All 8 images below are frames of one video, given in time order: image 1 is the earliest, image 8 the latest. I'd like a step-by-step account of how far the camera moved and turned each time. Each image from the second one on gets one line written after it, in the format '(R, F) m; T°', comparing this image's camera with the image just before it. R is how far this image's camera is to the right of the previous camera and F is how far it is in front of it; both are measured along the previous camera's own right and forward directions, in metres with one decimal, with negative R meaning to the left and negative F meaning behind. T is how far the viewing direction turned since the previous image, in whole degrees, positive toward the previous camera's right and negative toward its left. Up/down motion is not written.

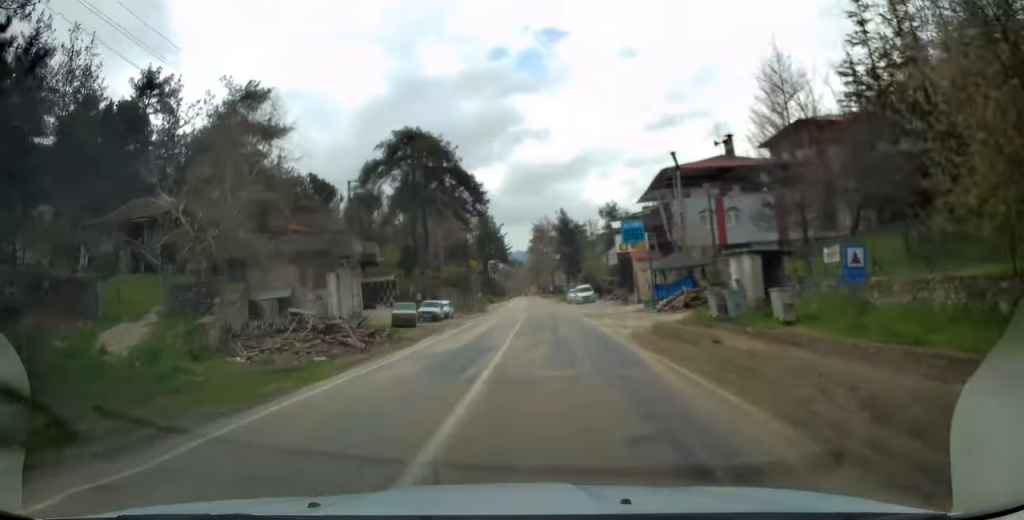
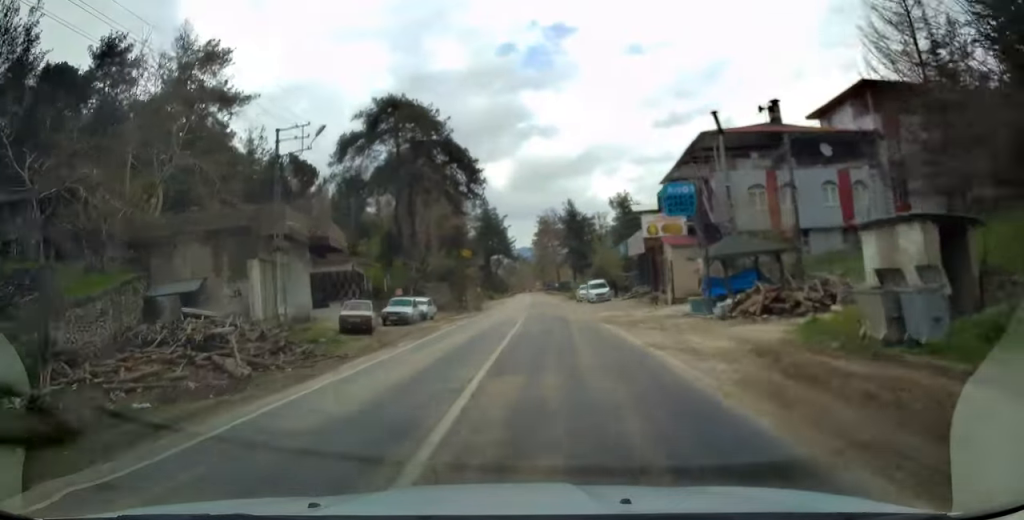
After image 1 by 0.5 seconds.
(0.0, +10.2) m; -1°
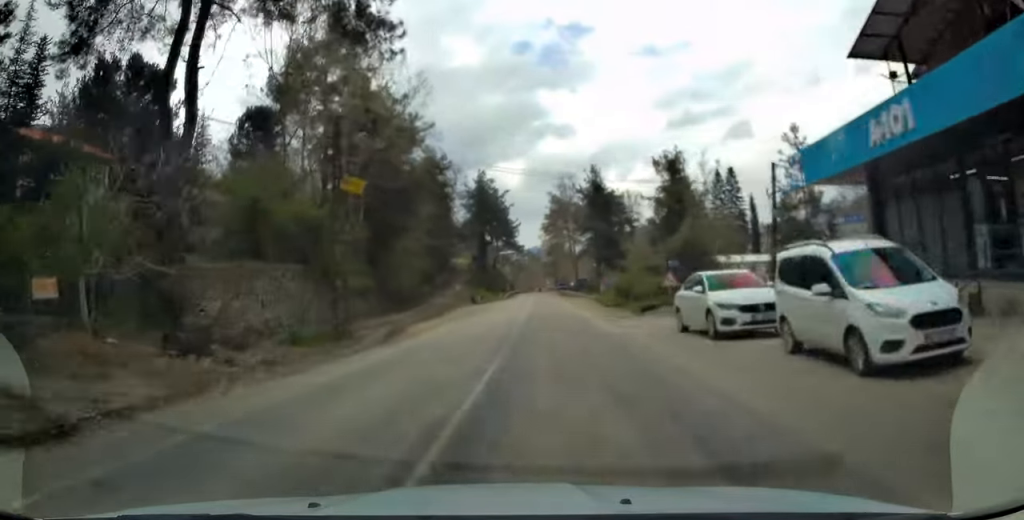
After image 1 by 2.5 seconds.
(-0.6, +39.8) m; -1°
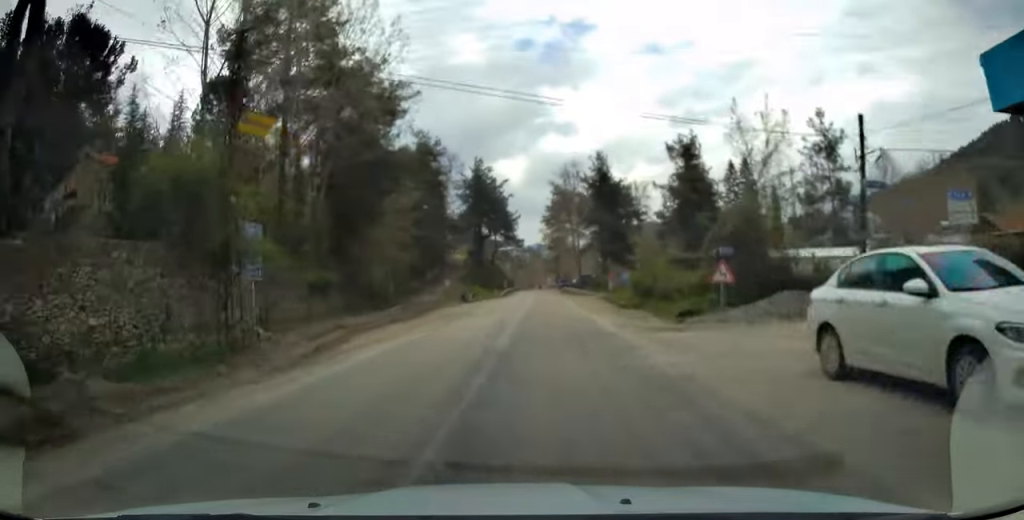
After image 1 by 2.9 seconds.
(0.0, +8.5) m; 0°
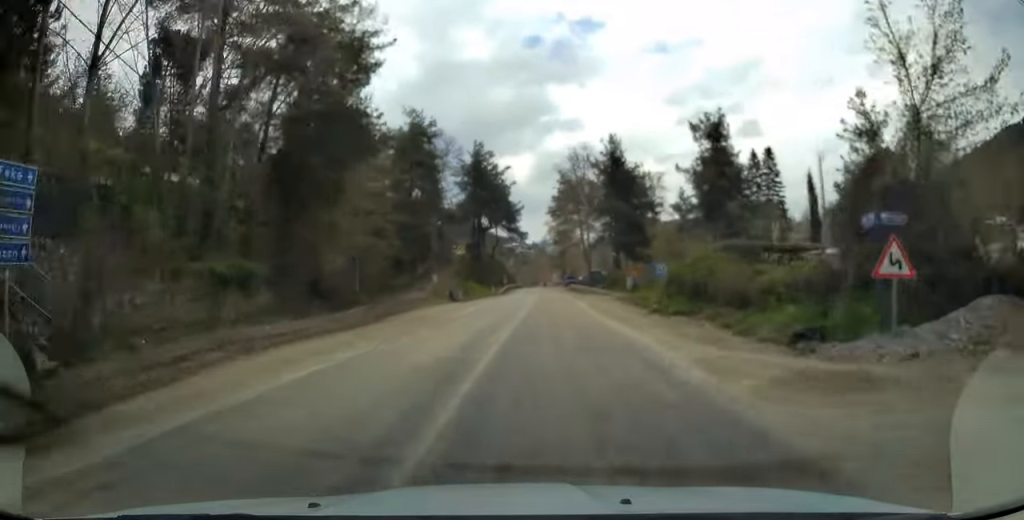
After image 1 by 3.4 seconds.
(+0.1, +10.3) m; 0°
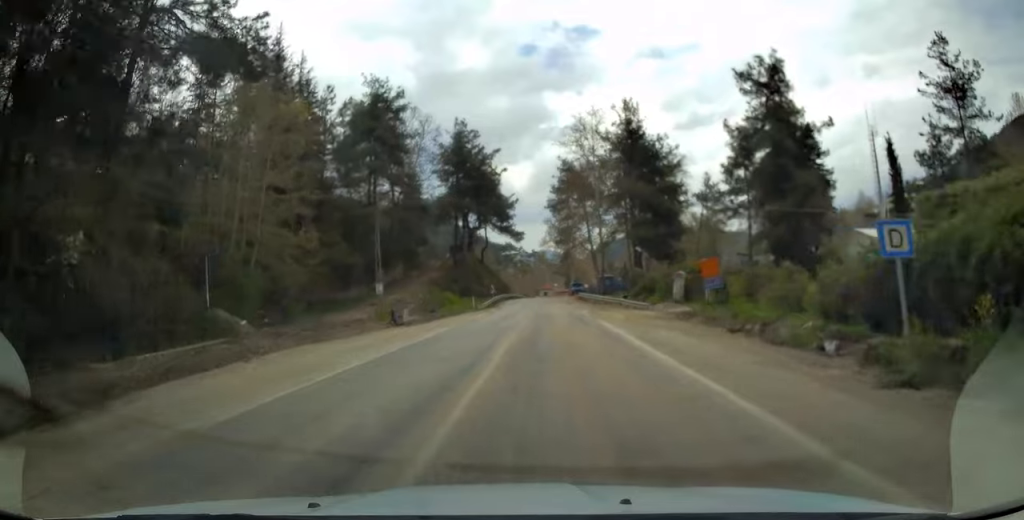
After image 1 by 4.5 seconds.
(-0.2, +19.5) m; -1°
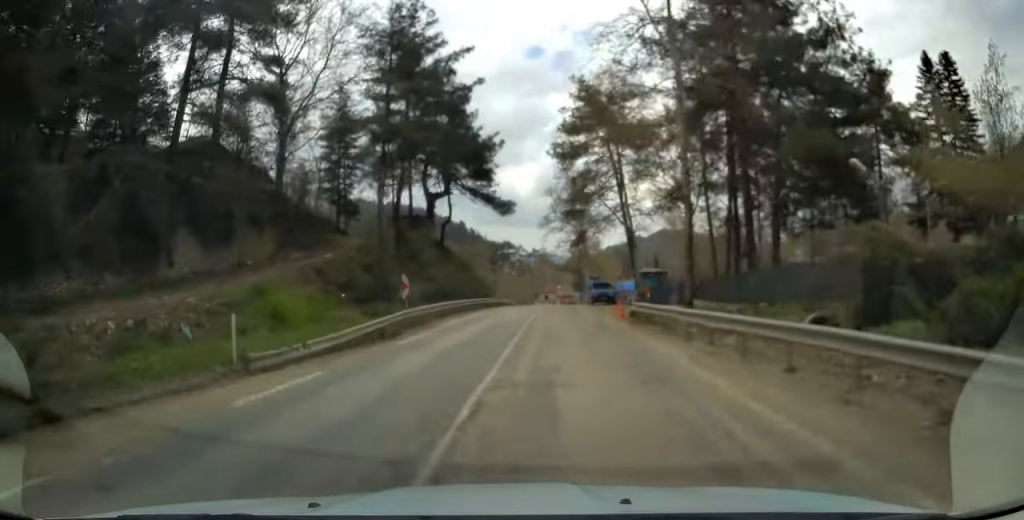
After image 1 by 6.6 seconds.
(+0.3, +37.9) m; 0°
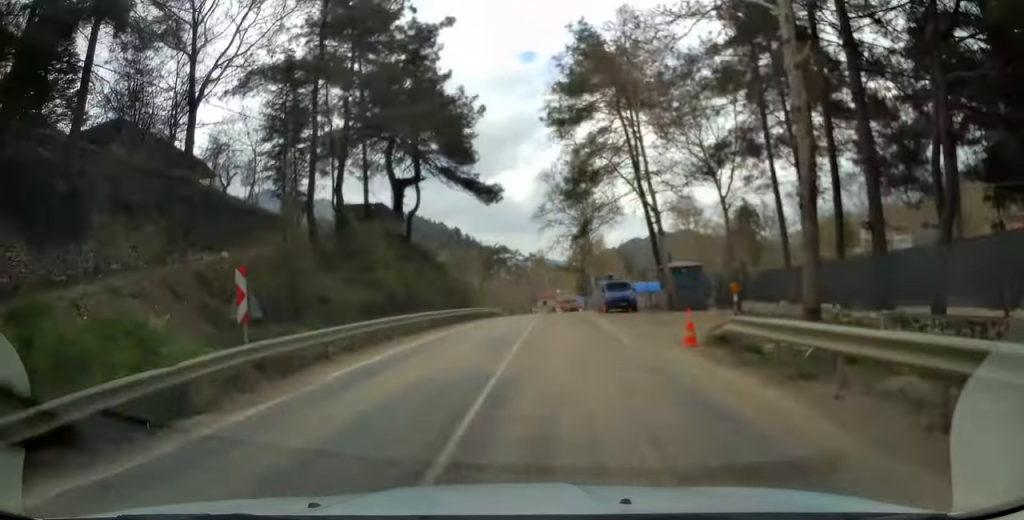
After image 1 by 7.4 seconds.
(-0.1, +13.1) m; 0°
